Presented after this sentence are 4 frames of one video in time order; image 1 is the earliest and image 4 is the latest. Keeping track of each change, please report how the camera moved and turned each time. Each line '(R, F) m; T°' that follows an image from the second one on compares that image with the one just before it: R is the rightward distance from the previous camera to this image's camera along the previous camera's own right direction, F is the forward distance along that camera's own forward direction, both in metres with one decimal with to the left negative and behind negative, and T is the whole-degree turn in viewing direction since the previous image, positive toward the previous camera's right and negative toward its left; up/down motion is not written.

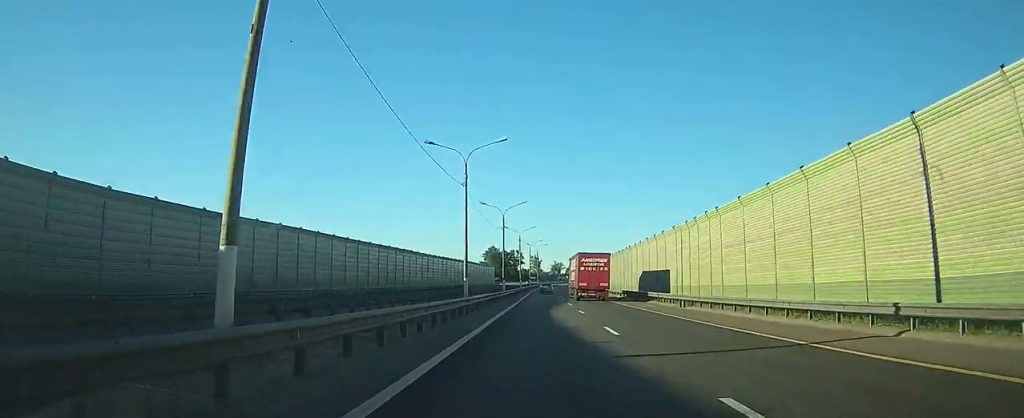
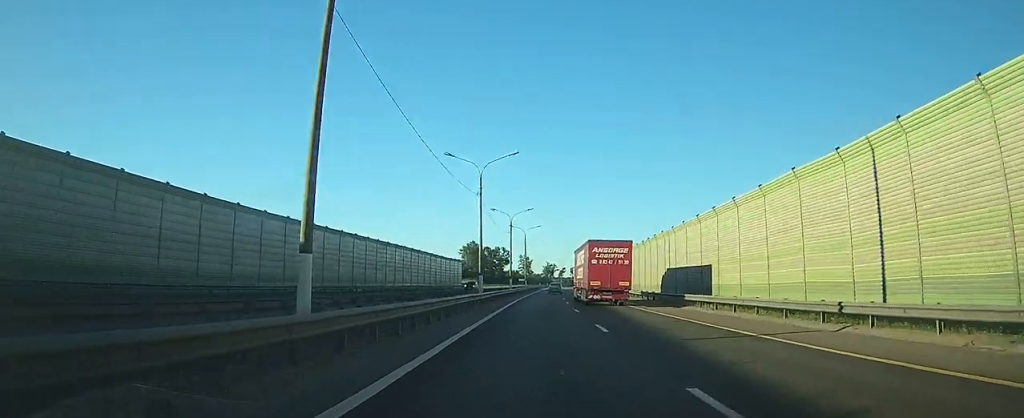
(-0.1, +59.5) m; 0°
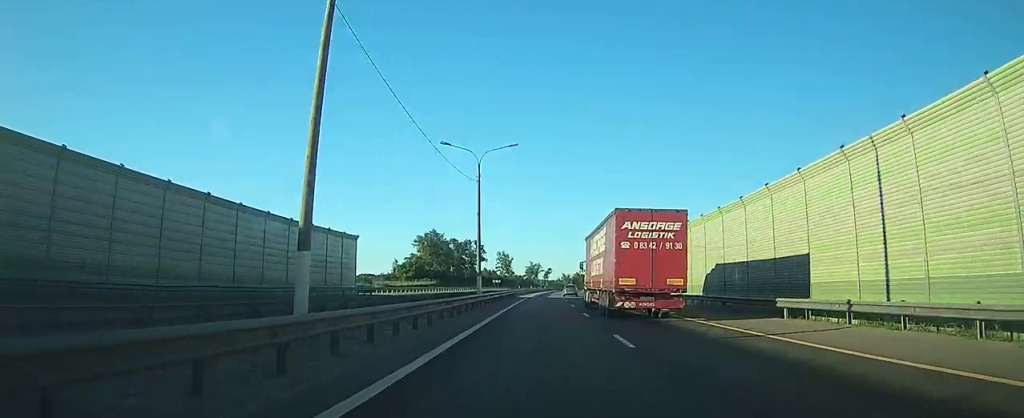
(+0.7, +64.2) m; +1°
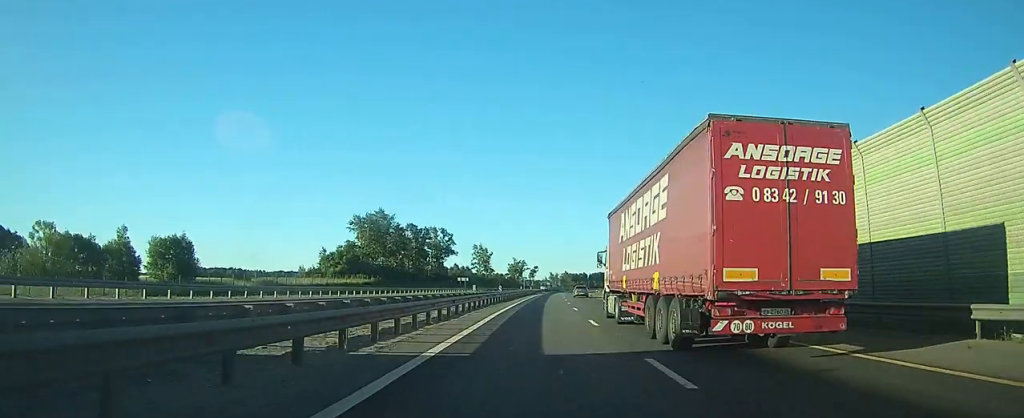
(+0.6, +53.1) m; +1°
